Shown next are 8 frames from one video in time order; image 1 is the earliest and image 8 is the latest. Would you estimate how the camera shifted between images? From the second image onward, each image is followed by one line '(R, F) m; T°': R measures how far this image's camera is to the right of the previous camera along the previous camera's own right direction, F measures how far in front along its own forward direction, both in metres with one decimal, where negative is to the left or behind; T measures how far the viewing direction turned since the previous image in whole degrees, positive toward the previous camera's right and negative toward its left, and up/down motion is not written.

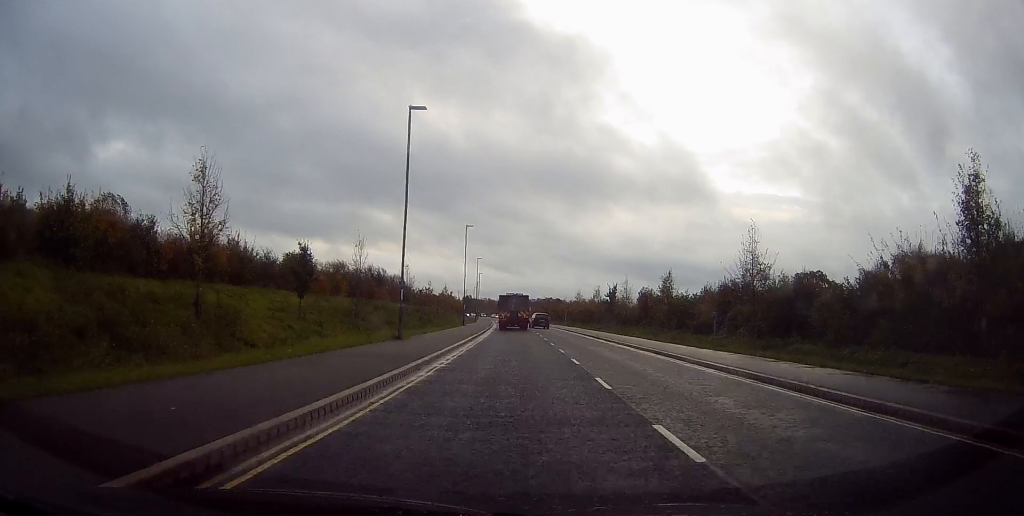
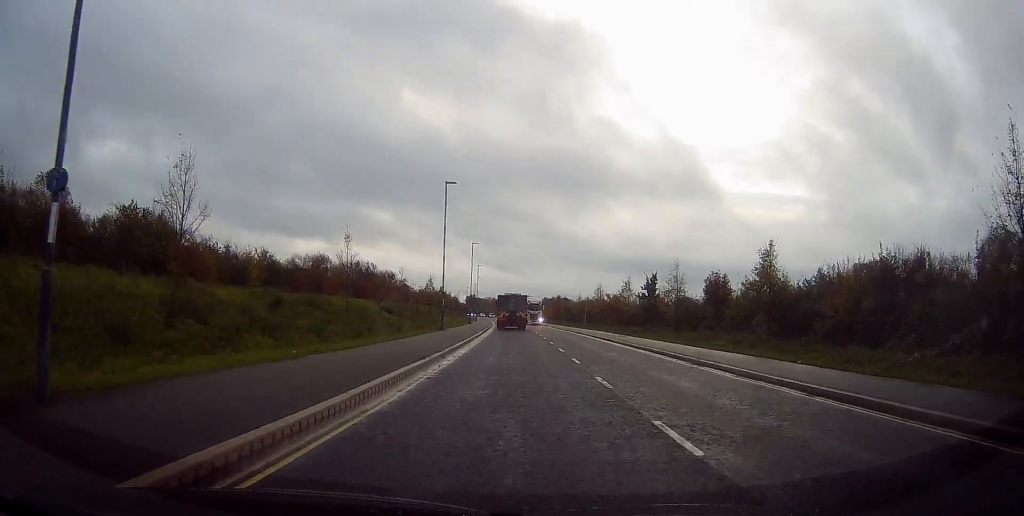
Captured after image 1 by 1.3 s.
(-0.1, +22.2) m; 0°
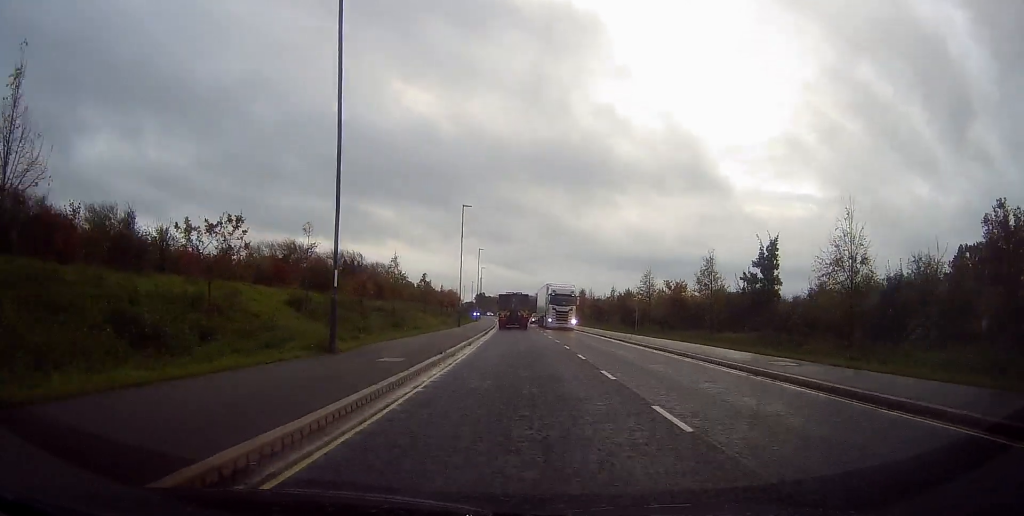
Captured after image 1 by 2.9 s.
(-0.2, +28.2) m; -1°
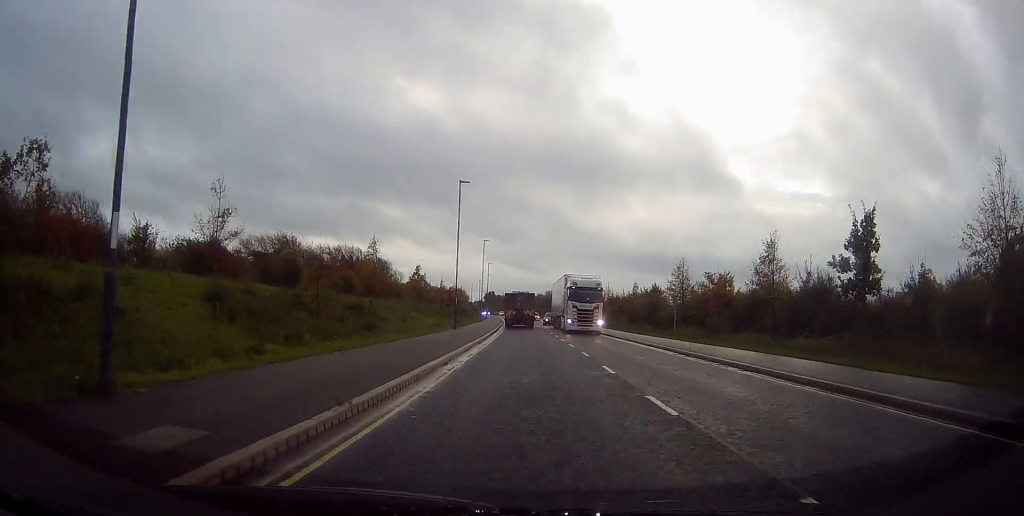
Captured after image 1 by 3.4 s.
(-0.3, +10.3) m; 0°
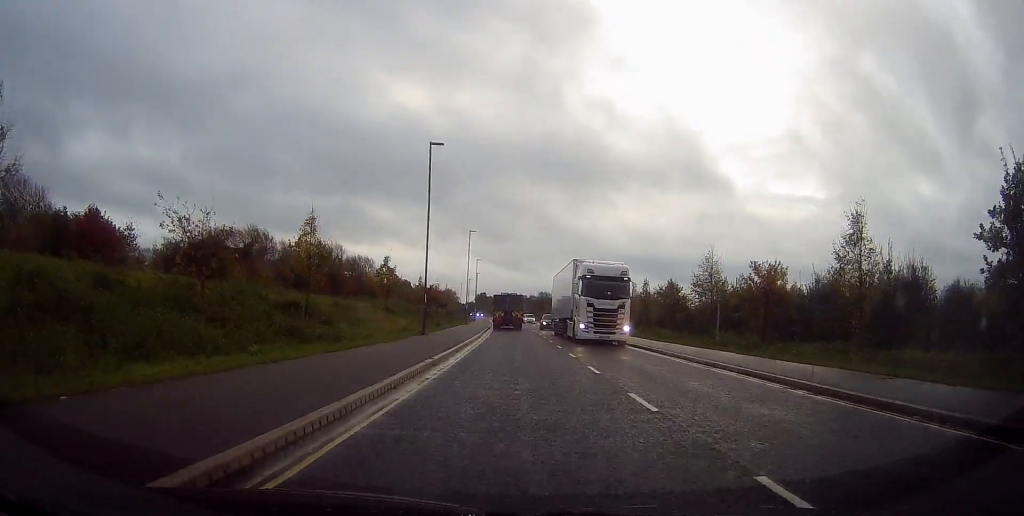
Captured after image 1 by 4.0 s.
(+0.2, +11.0) m; 0°
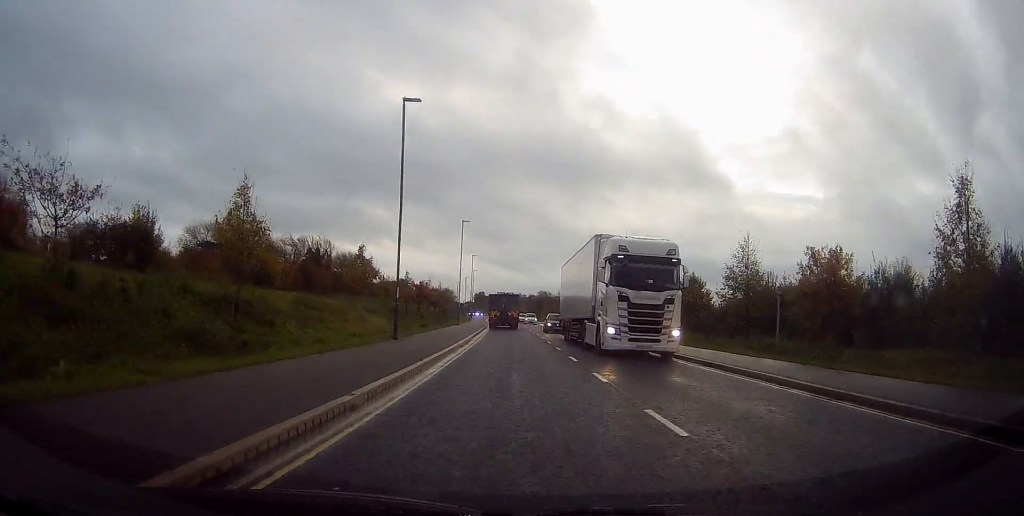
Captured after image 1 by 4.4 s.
(+0.2, +7.6) m; 0°
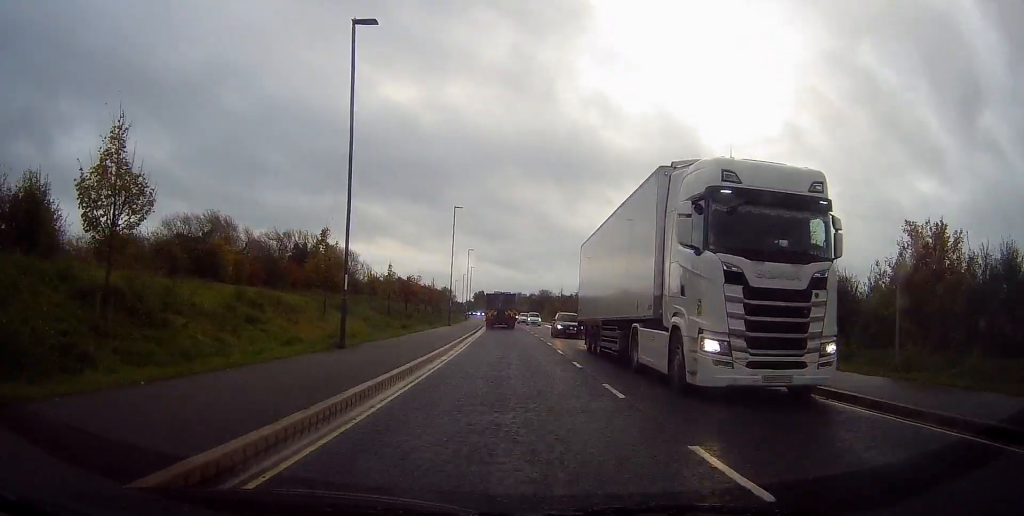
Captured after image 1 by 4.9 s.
(-0.2, +8.2) m; -1°
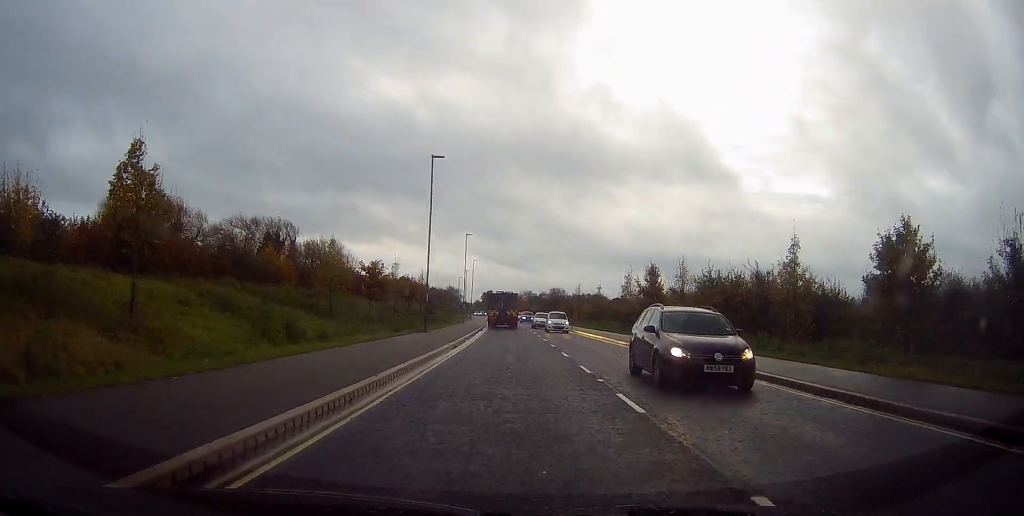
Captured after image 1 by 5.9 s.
(-0.4, +18.9) m; -1°
